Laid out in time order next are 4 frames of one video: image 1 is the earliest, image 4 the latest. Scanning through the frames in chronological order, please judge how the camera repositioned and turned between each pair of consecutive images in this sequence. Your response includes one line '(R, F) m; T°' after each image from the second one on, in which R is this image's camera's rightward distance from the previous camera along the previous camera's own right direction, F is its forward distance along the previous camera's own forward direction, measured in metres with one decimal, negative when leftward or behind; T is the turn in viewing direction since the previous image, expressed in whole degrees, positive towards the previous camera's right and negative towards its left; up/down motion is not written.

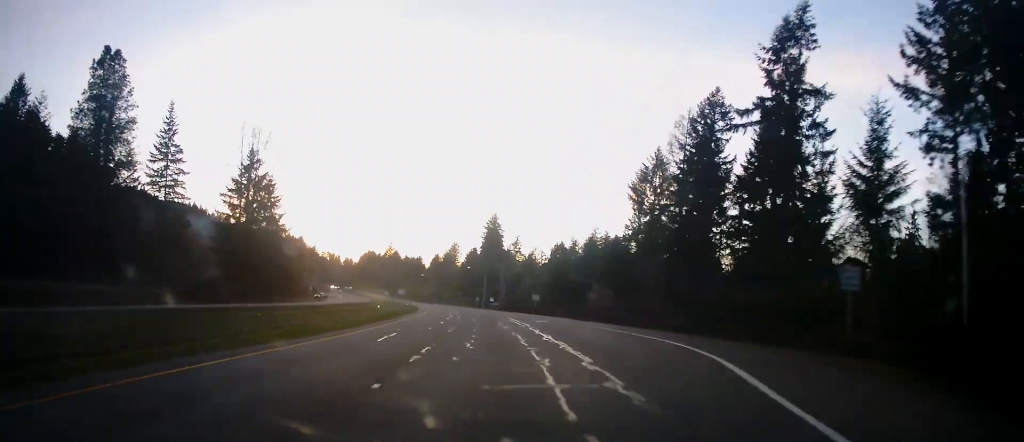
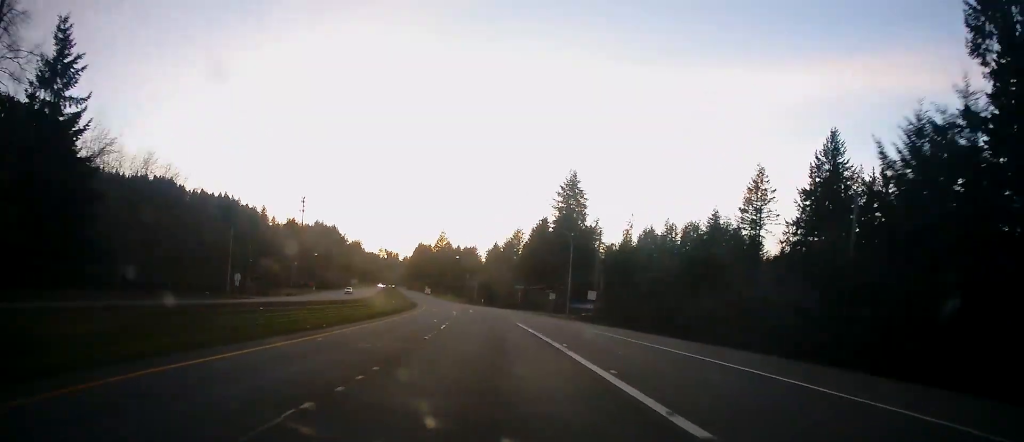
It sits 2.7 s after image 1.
(-3.3, +79.8) m; -4°
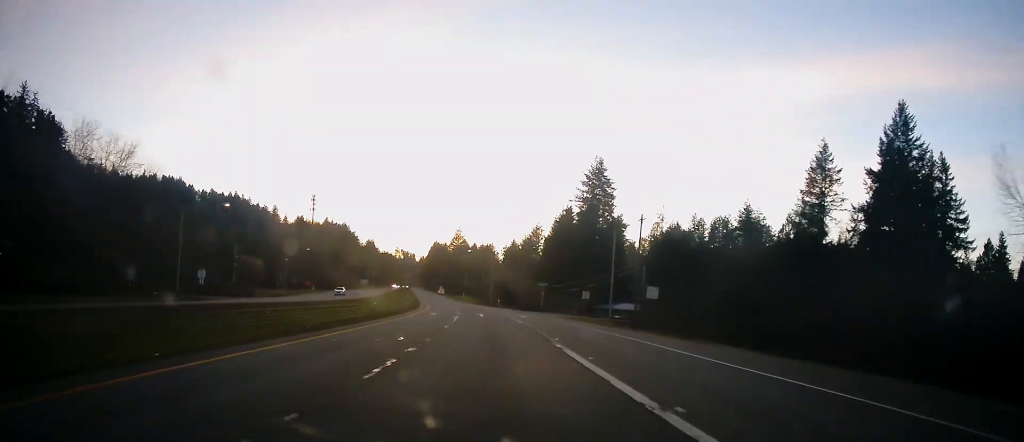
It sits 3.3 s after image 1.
(-0.4, +16.6) m; -2°
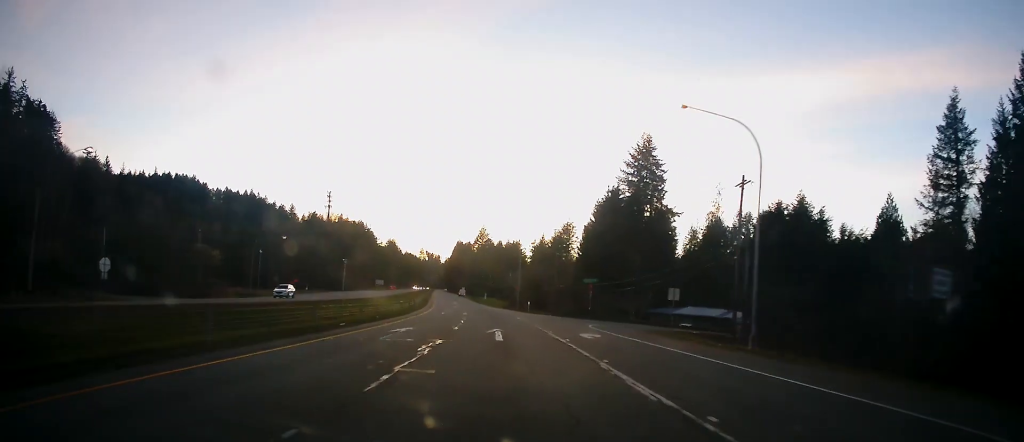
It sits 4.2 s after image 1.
(-0.8, +25.3) m; -3°
